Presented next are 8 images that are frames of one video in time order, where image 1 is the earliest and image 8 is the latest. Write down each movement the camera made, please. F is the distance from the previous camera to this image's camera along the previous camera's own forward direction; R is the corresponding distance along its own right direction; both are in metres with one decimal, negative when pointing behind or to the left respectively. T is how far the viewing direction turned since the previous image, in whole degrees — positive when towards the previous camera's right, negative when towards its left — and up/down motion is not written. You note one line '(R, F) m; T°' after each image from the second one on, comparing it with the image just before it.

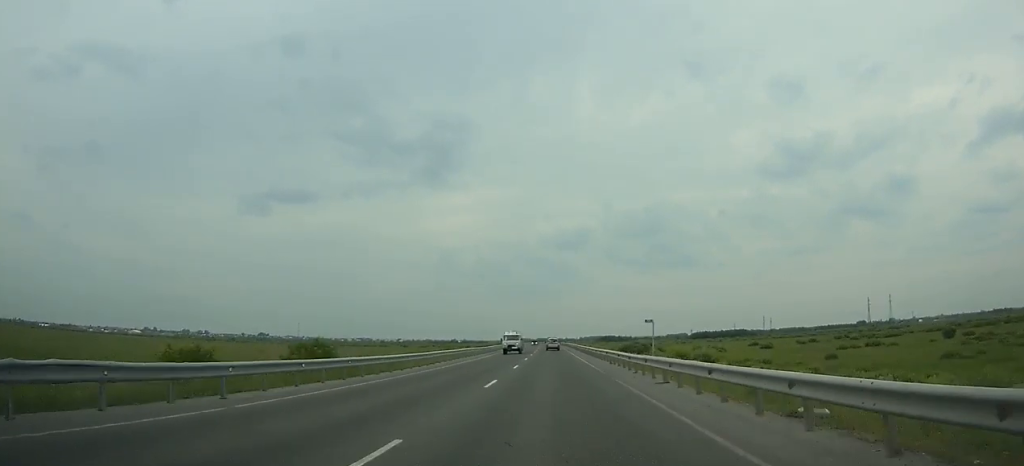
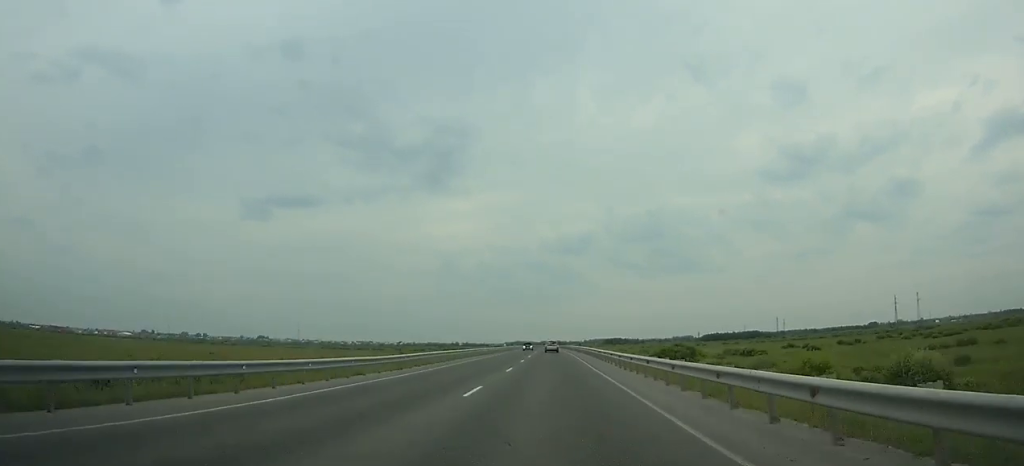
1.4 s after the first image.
(0.0, +37.5) m; 0°
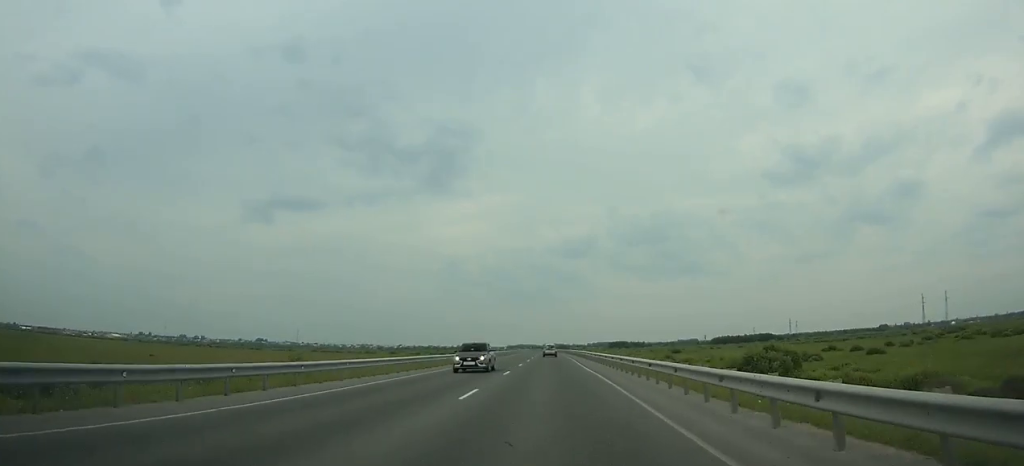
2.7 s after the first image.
(-0.3, +34.3) m; 0°
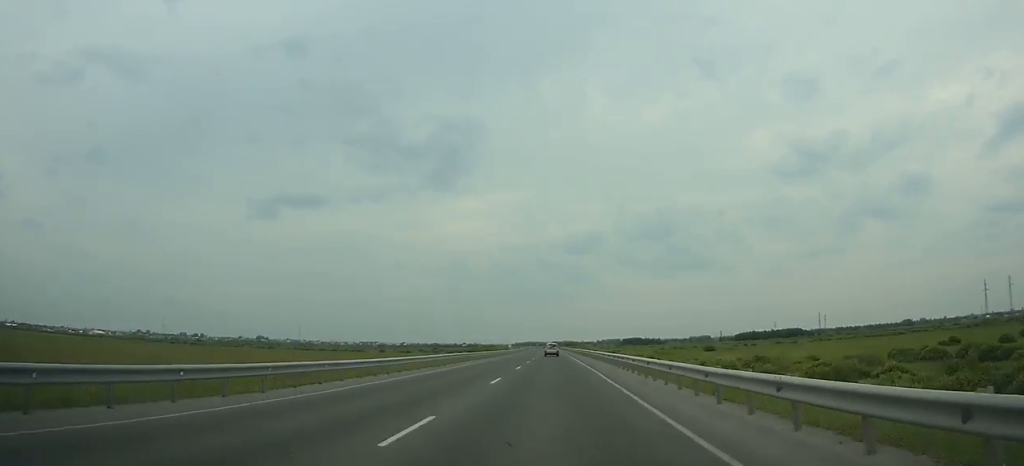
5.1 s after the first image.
(-0.3, +64.1) m; 0°
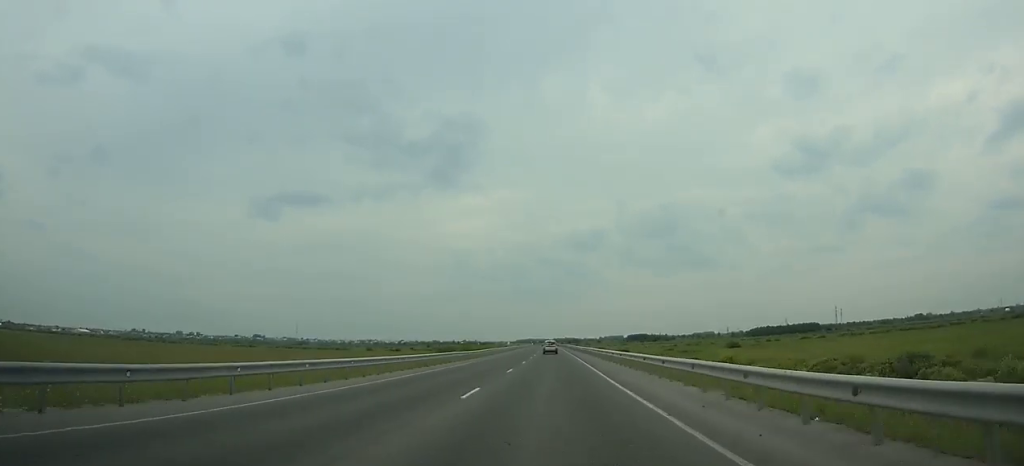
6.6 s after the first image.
(0.0, +40.5) m; 0°
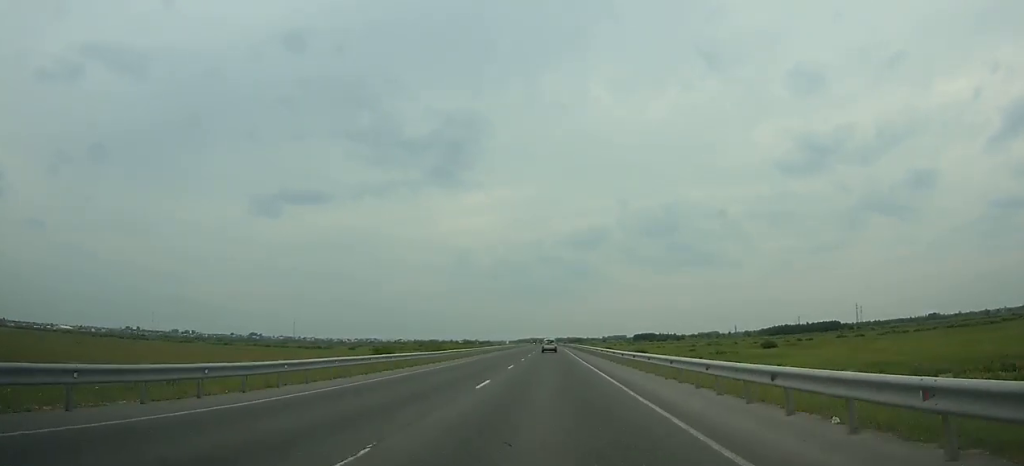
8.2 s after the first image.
(-0.1, +44.8) m; 0°
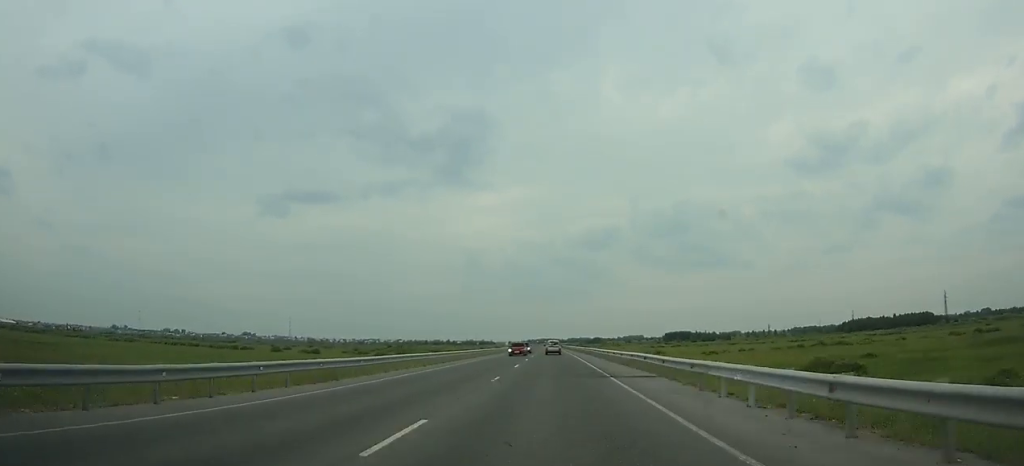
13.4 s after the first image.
(-1.5, +147.0) m; -1°
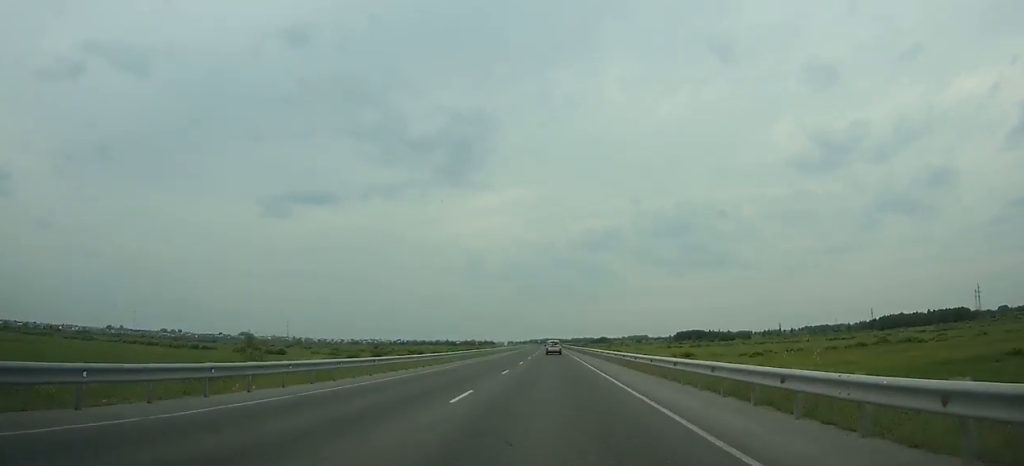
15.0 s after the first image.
(-0.2, +43.7) m; 0°
